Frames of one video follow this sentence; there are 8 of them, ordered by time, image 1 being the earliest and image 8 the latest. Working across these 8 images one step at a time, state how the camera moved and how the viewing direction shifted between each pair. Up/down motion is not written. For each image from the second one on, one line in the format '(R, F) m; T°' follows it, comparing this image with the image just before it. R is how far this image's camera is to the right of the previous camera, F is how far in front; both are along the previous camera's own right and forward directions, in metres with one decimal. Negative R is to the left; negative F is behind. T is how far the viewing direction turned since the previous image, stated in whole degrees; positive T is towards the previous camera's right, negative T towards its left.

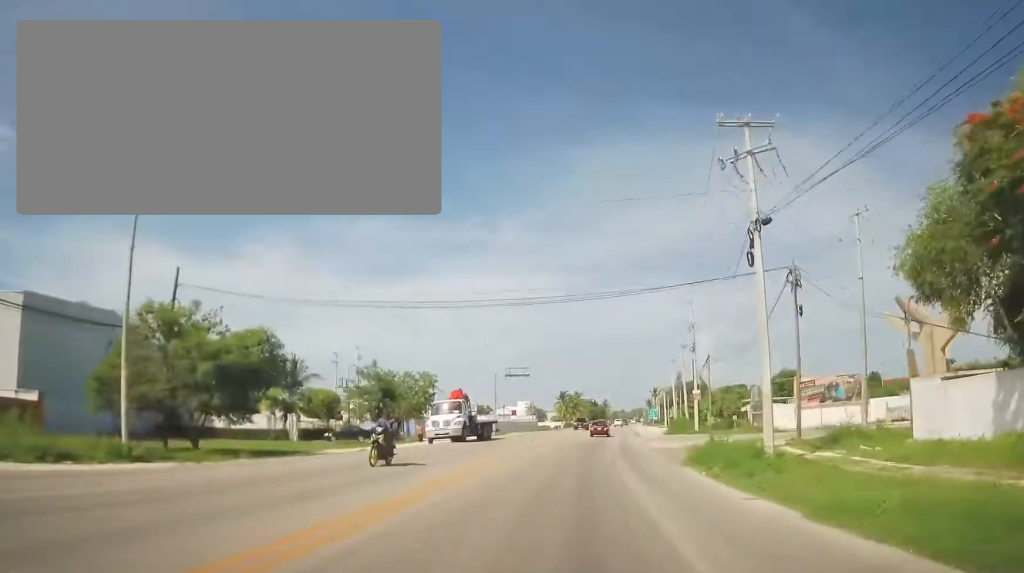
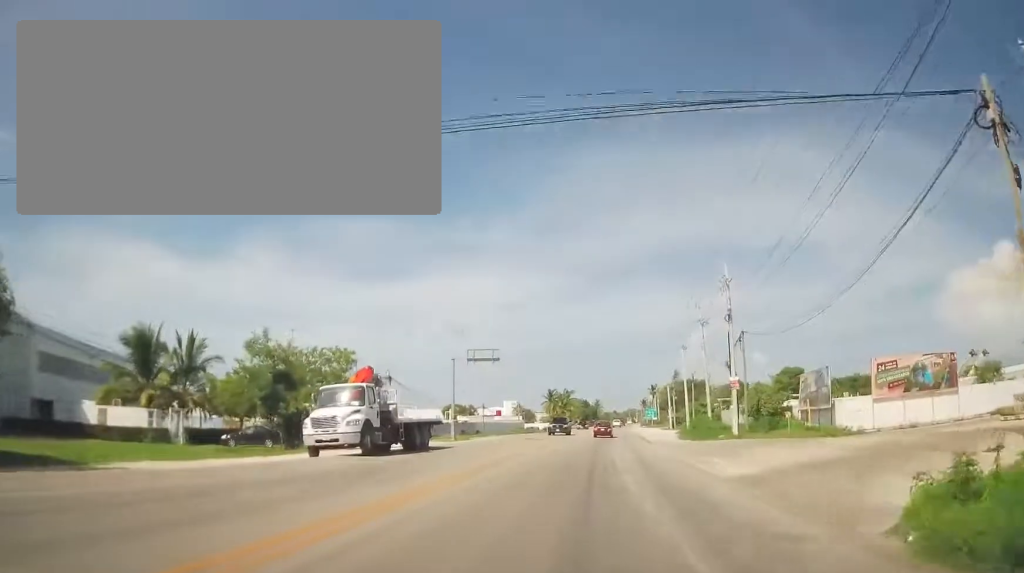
(-0.1, +16.2) m; 0°
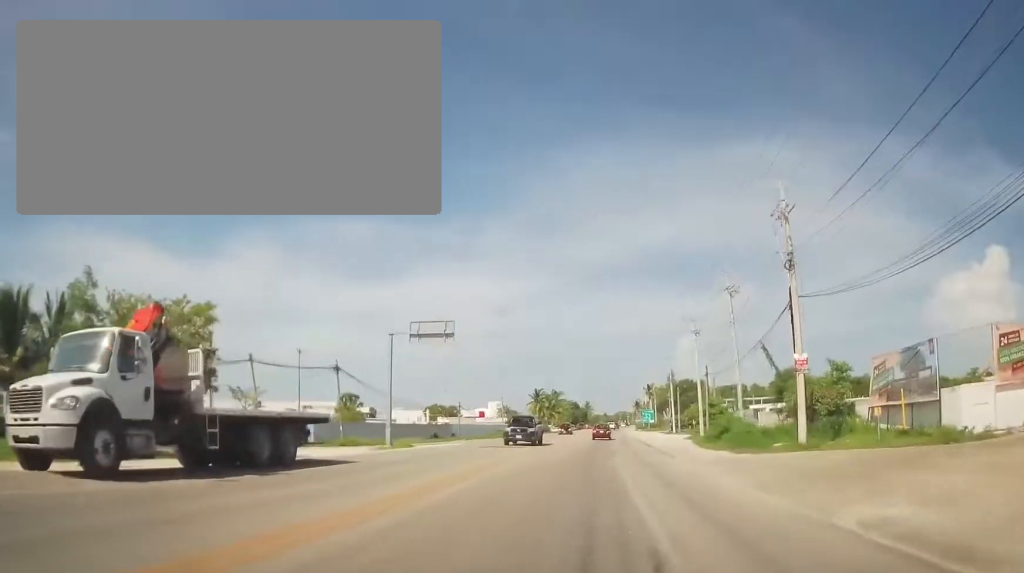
(0.0, +13.1) m; 0°
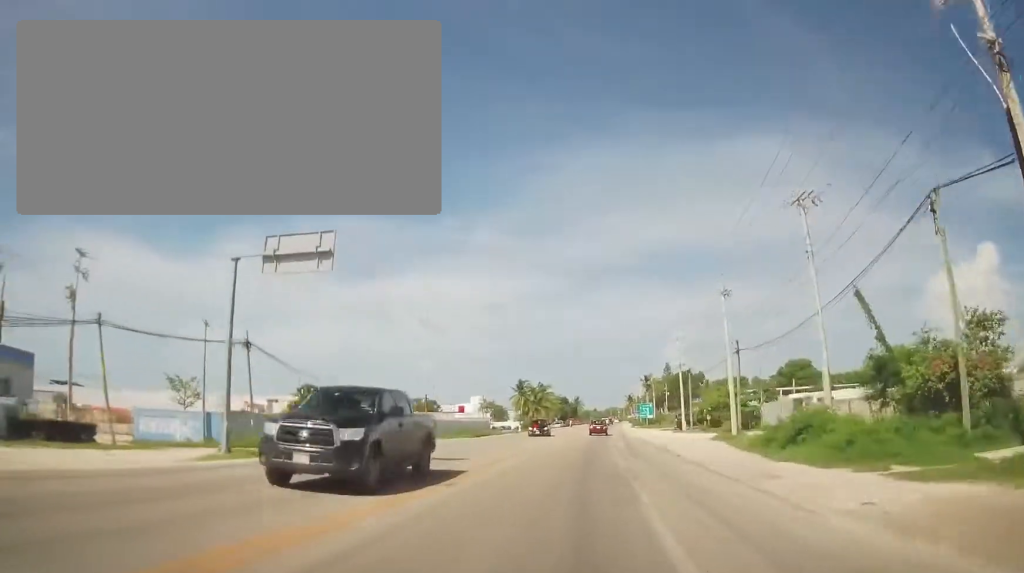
(0.0, +15.1) m; 0°
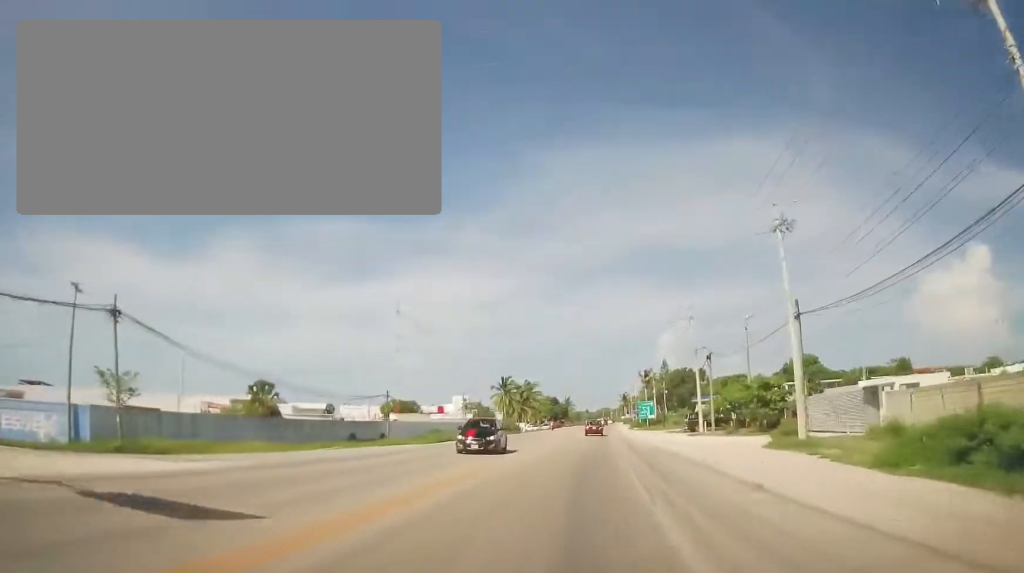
(0.0, +13.7) m; +1°
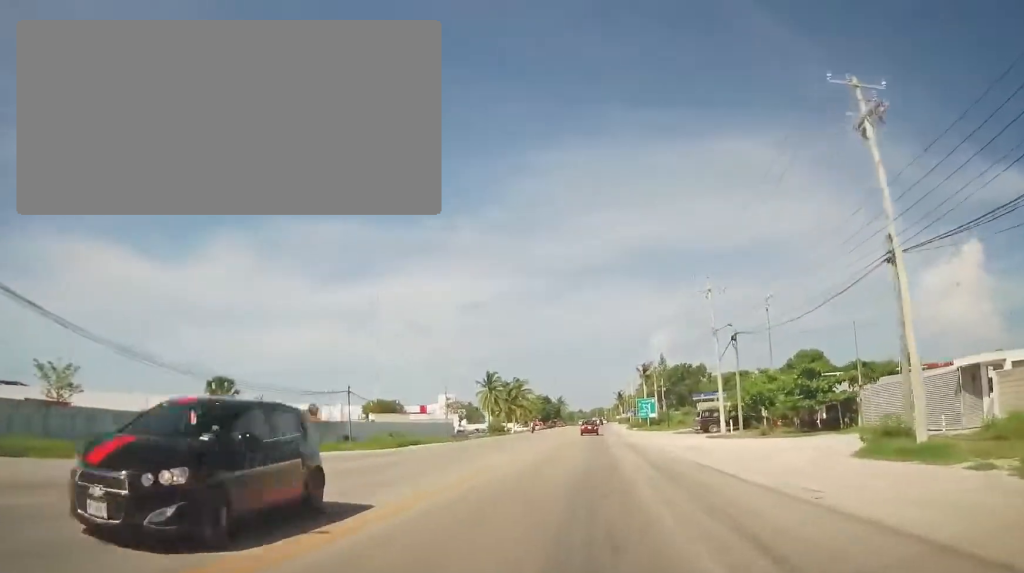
(+0.1, +10.0) m; +1°
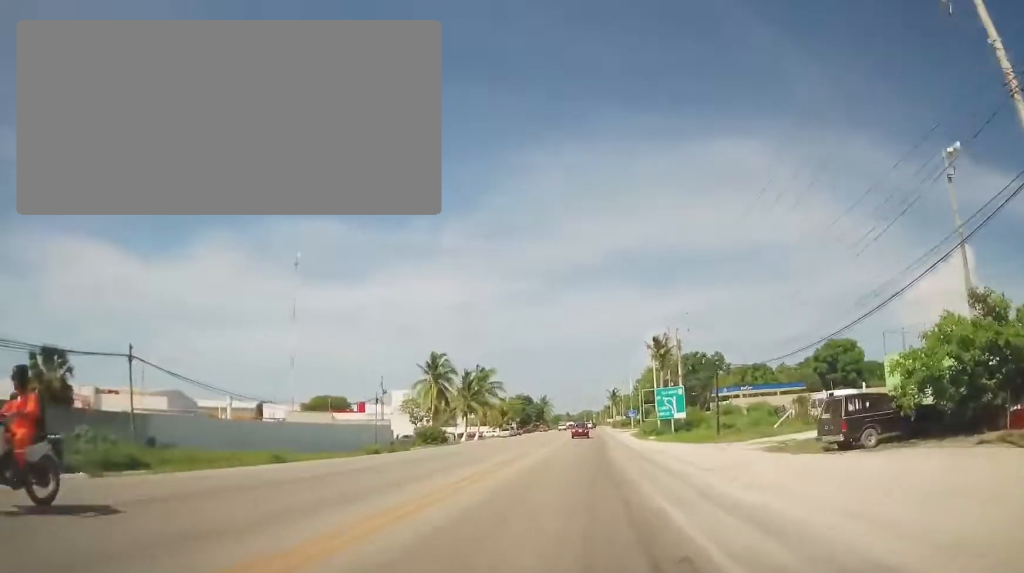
(-0.7, +31.3) m; -2°
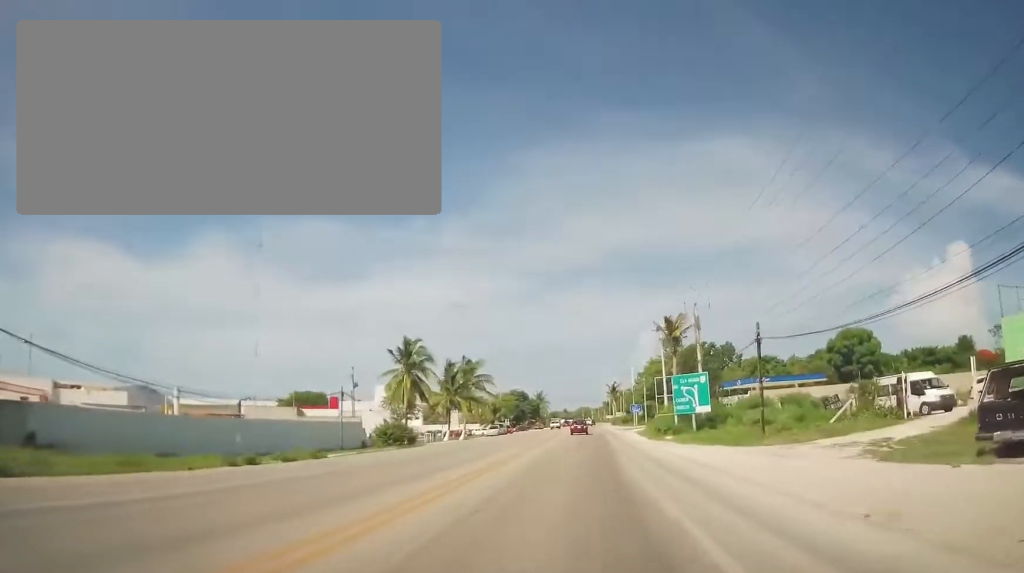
(+0.2, +10.5) m; +1°
